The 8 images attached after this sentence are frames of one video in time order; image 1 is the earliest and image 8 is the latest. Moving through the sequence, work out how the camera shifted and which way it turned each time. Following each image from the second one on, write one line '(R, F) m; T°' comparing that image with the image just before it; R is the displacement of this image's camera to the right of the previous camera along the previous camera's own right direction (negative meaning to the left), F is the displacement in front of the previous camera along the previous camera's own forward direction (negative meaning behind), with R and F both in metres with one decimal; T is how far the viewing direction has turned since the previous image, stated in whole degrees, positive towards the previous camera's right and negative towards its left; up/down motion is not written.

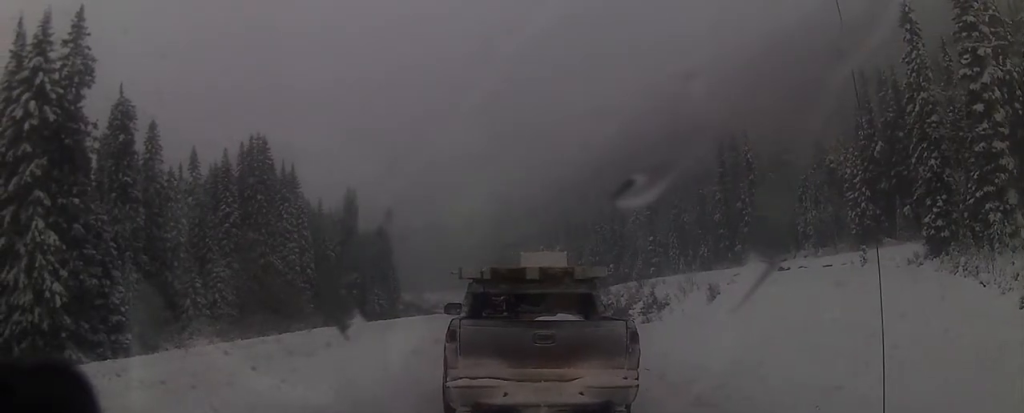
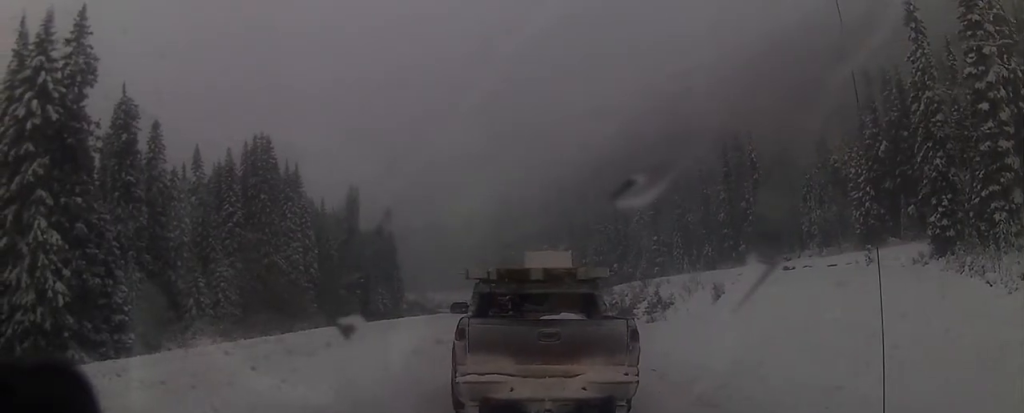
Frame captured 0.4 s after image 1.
(0.0, 0.0) m; 0°
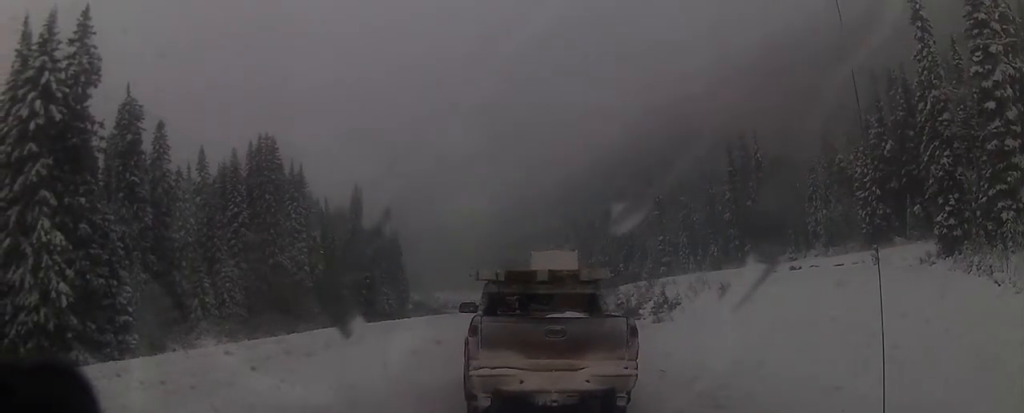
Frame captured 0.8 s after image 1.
(0.0, 0.0) m; 0°
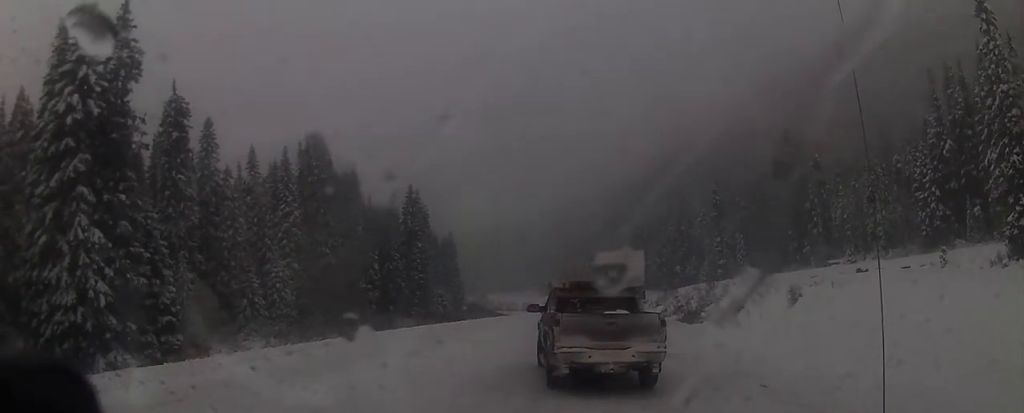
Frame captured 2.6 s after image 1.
(-0.3, +0.8) m; 0°
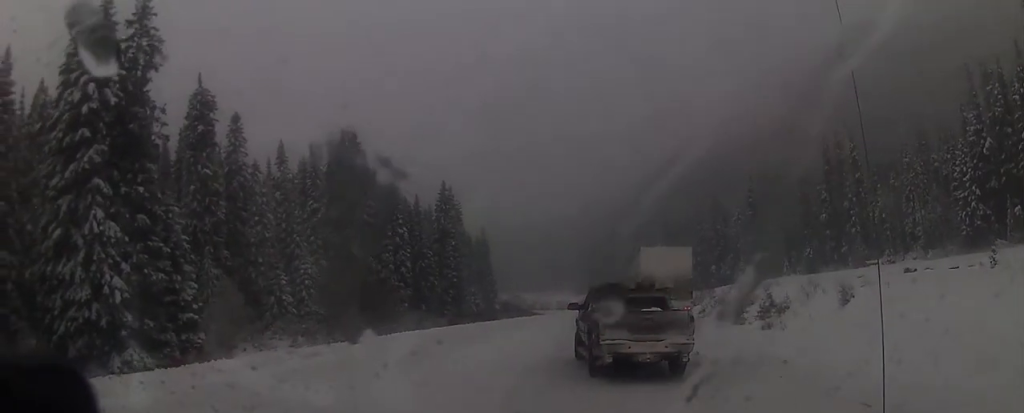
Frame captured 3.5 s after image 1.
(-0.2, +1.3) m; 0°
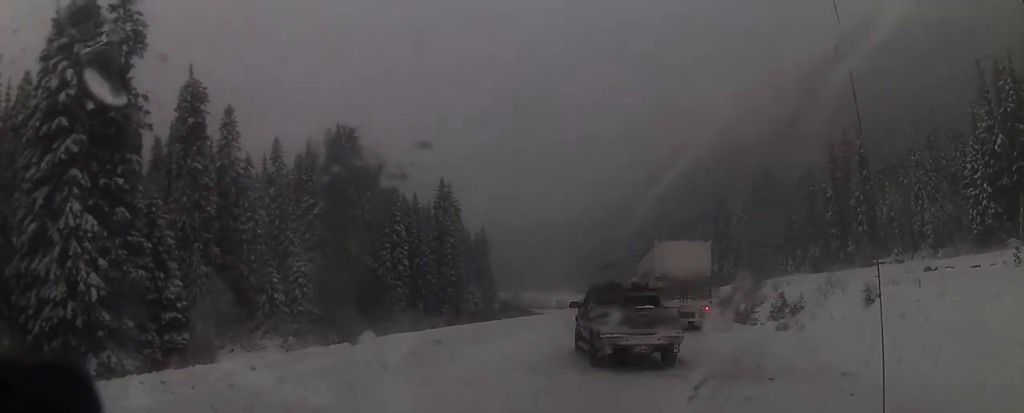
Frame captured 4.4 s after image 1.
(0.0, +2.1) m; -1°
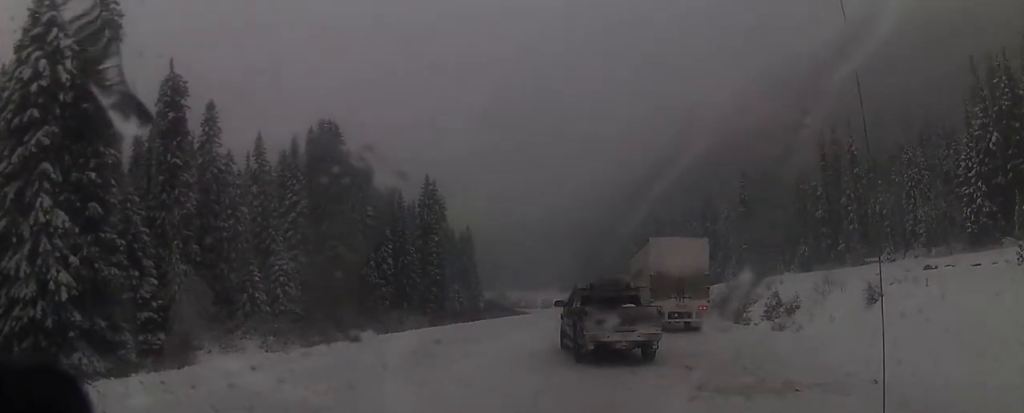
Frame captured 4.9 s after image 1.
(+0.1, +1.4) m; -1°
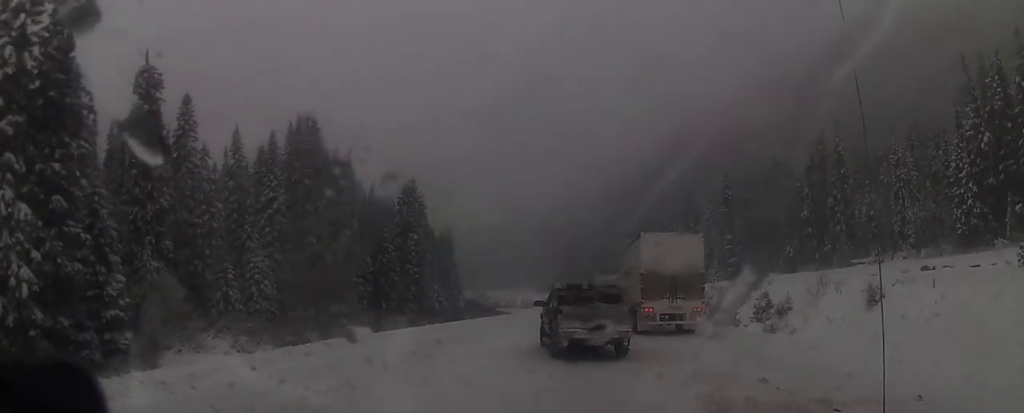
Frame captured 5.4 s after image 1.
(-0.1, +1.8) m; 0°
